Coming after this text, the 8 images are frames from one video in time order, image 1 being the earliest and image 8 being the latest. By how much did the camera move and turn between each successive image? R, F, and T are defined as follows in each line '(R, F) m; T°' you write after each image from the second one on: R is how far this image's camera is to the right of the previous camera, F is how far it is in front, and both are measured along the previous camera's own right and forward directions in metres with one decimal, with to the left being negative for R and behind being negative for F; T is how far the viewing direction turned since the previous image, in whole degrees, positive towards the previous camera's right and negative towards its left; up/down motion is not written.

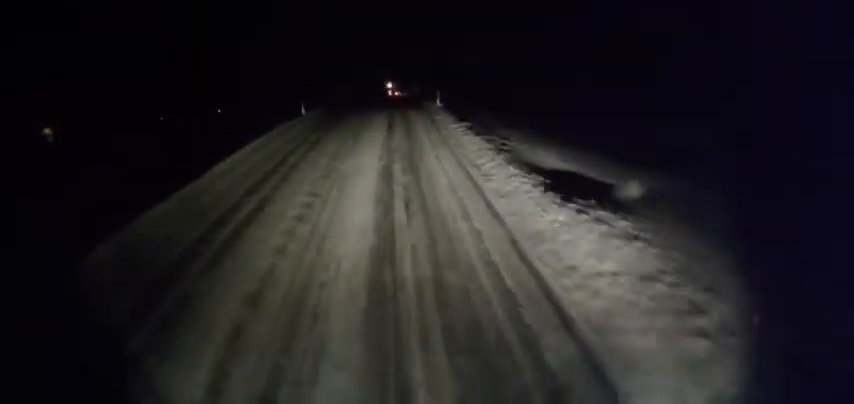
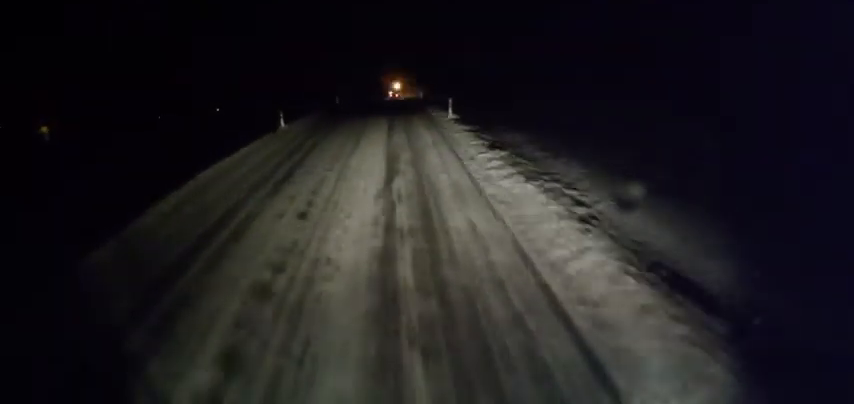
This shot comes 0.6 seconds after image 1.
(+0.2, +6.4) m; +3°
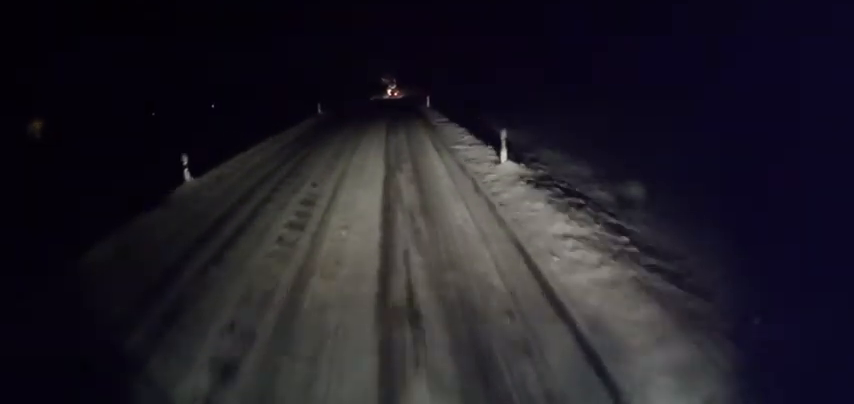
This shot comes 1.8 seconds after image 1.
(+0.6, +12.4) m; +4°
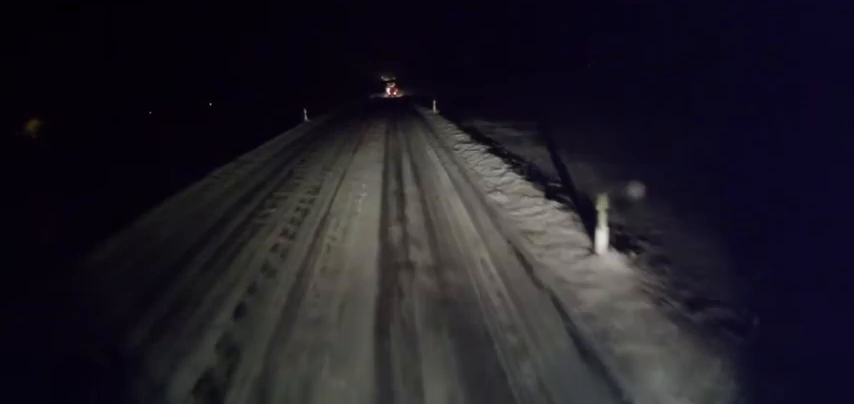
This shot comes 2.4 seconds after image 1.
(+0.1, +6.4) m; 0°
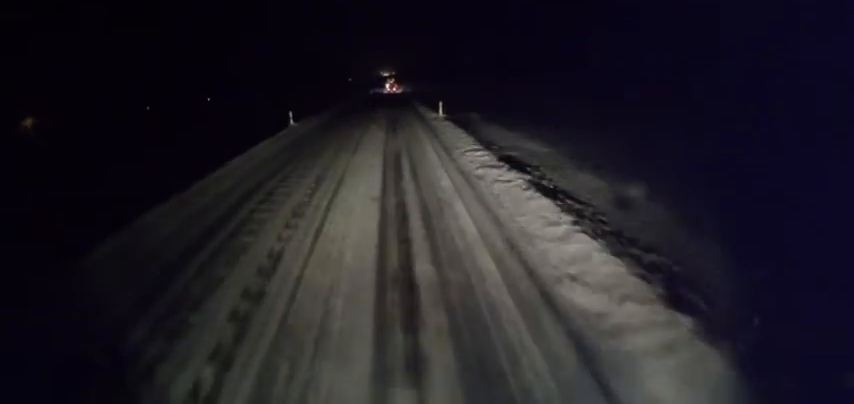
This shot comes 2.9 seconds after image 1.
(+0.1, +4.8) m; -1°
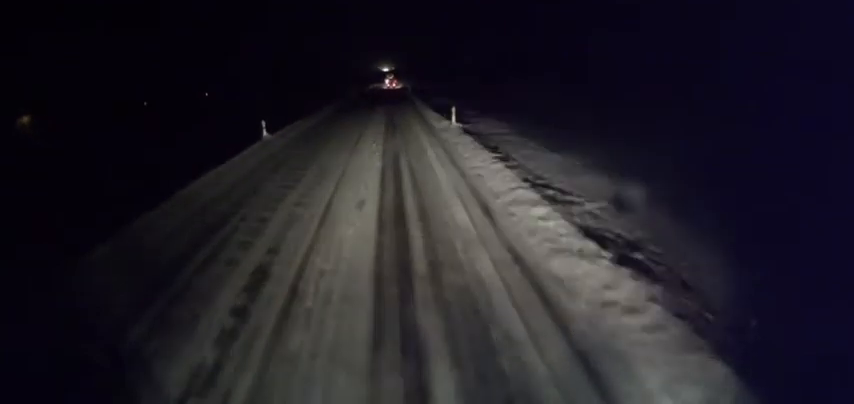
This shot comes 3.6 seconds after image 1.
(-0.2, +6.3) m; 0°
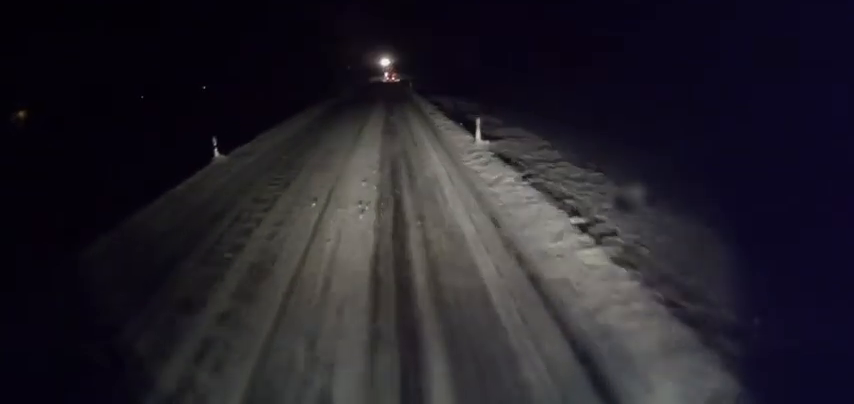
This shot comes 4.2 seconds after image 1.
(-0.1, +6.2) m; +1°
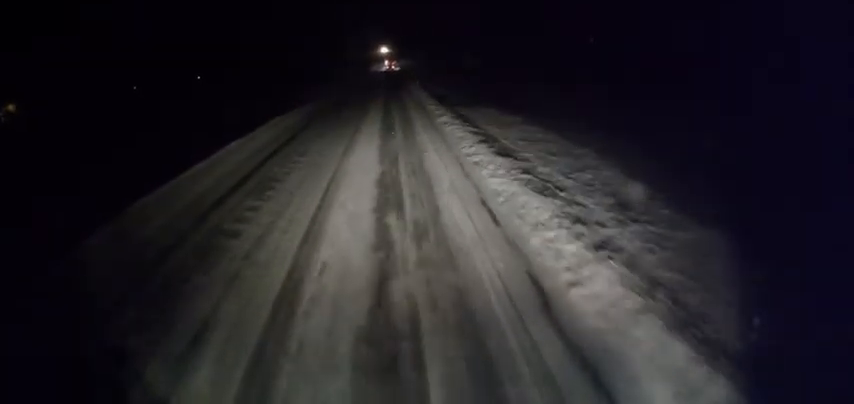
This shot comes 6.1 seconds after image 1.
(+0.9, +18.0) m; +1°
